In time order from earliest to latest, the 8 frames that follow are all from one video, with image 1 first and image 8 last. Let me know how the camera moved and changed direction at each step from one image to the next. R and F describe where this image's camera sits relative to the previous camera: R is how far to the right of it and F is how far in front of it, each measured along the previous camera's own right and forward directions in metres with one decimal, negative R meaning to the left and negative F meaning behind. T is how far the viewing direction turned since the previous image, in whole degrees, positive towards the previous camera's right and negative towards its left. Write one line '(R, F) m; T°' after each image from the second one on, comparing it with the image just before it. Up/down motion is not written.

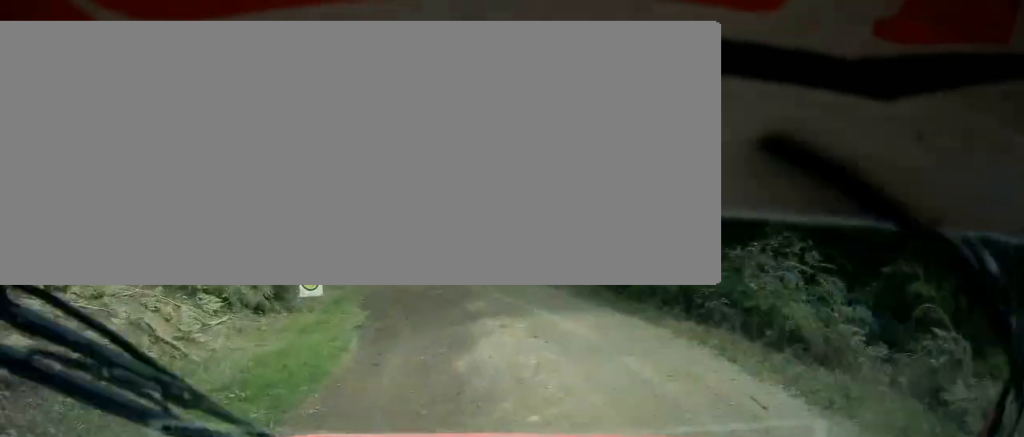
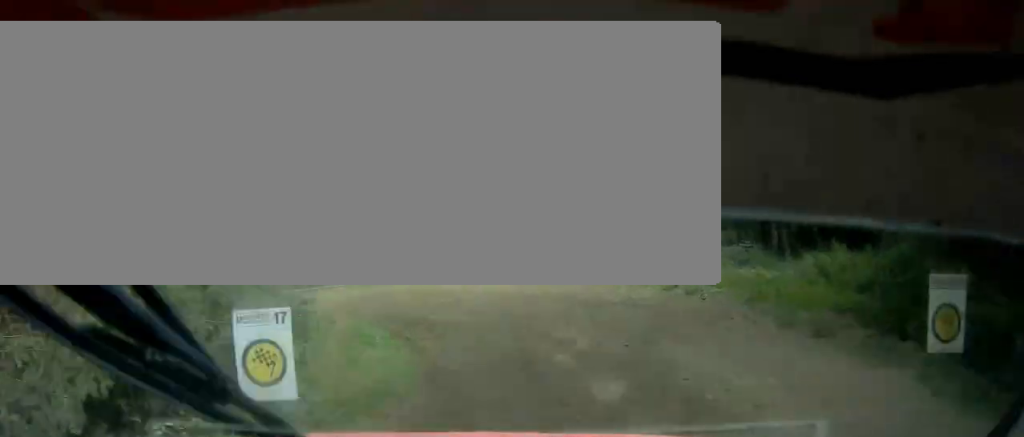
(-1.0, +7.2) m; -16°
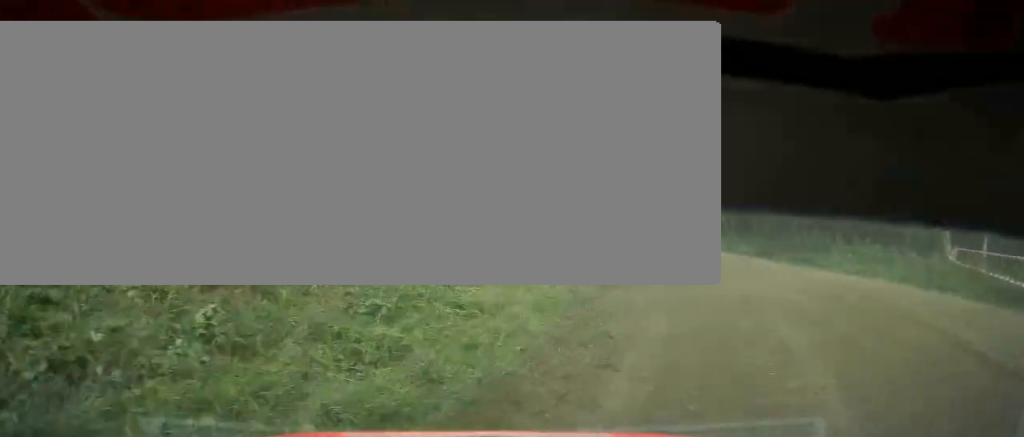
(-9.6, +22.1) m; -36°
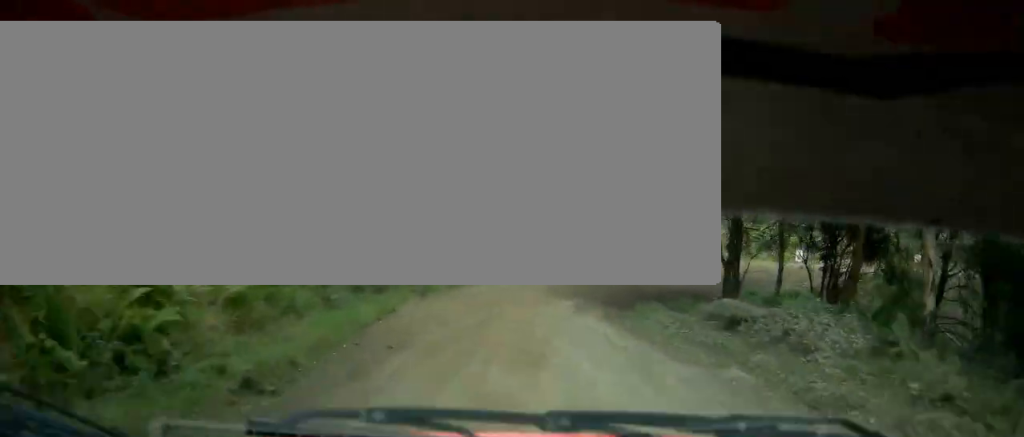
(-1.0, +23.6) m; -2°
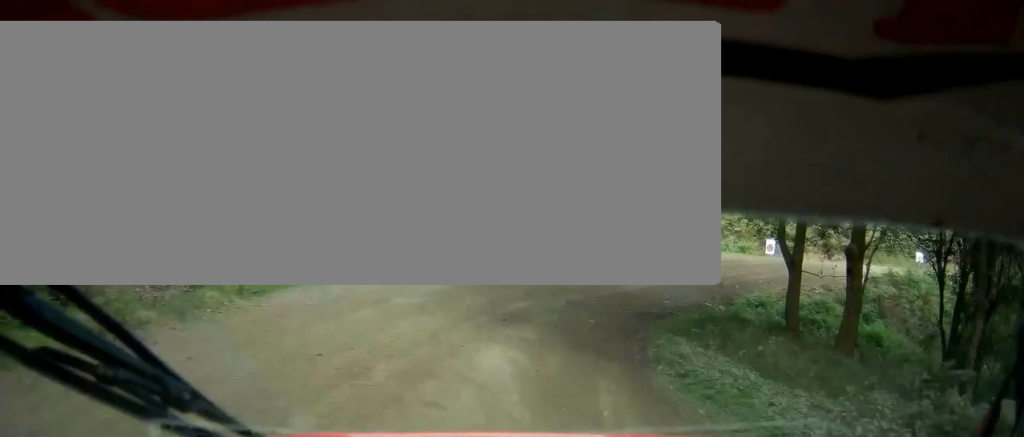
(0.0, +10.3) m; +11°
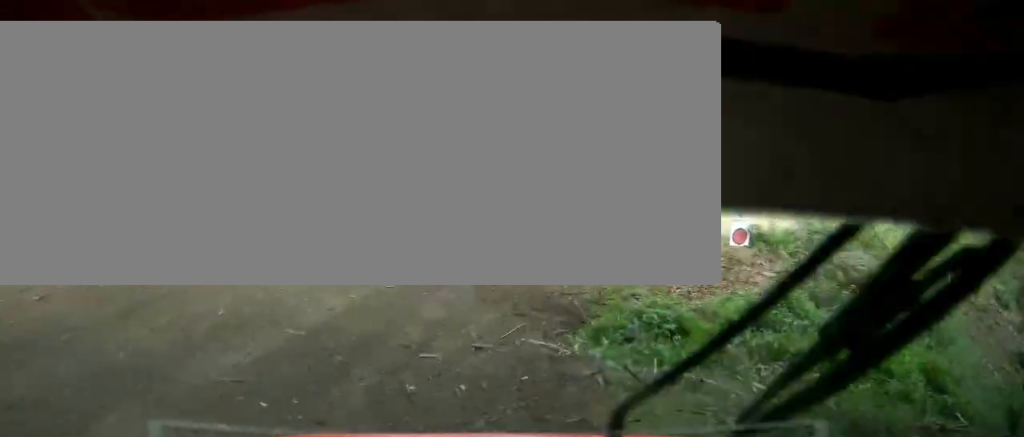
(0.0, +10.3) m; +34°
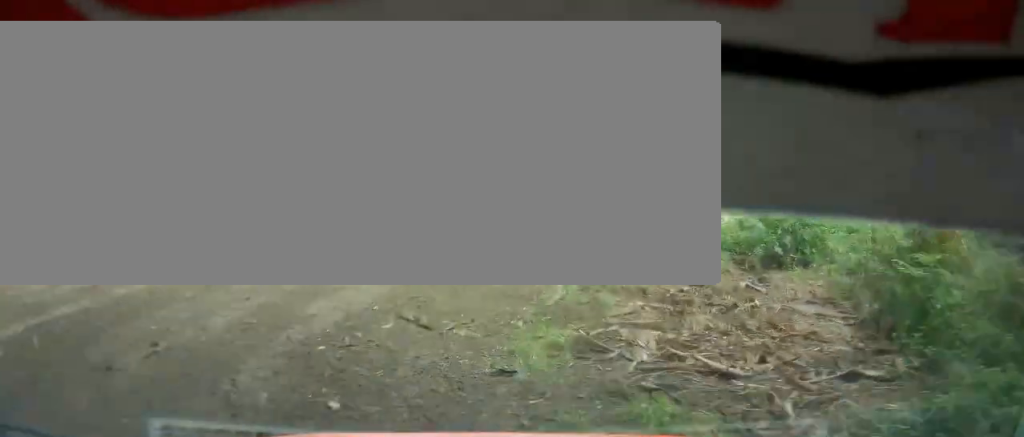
(+3.5, +5.8) m; +29°
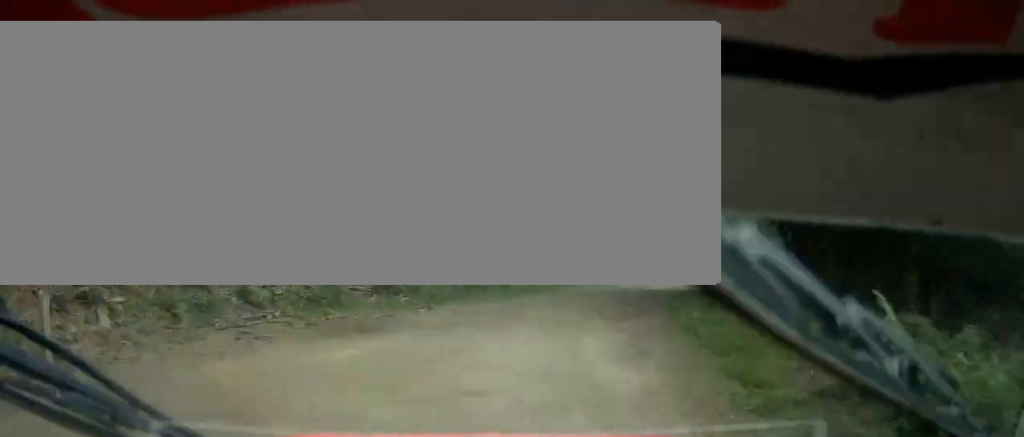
(+4.6, +11.2) m; +34°
